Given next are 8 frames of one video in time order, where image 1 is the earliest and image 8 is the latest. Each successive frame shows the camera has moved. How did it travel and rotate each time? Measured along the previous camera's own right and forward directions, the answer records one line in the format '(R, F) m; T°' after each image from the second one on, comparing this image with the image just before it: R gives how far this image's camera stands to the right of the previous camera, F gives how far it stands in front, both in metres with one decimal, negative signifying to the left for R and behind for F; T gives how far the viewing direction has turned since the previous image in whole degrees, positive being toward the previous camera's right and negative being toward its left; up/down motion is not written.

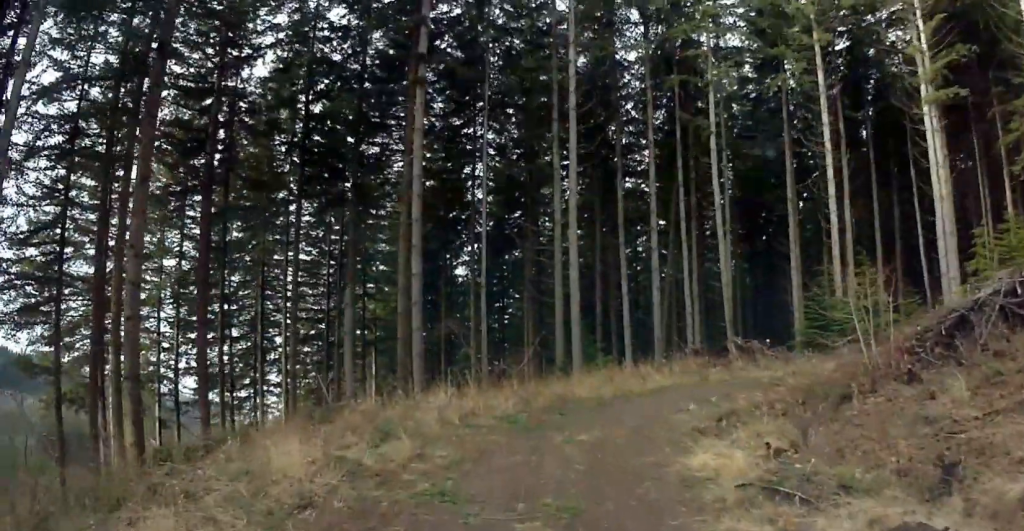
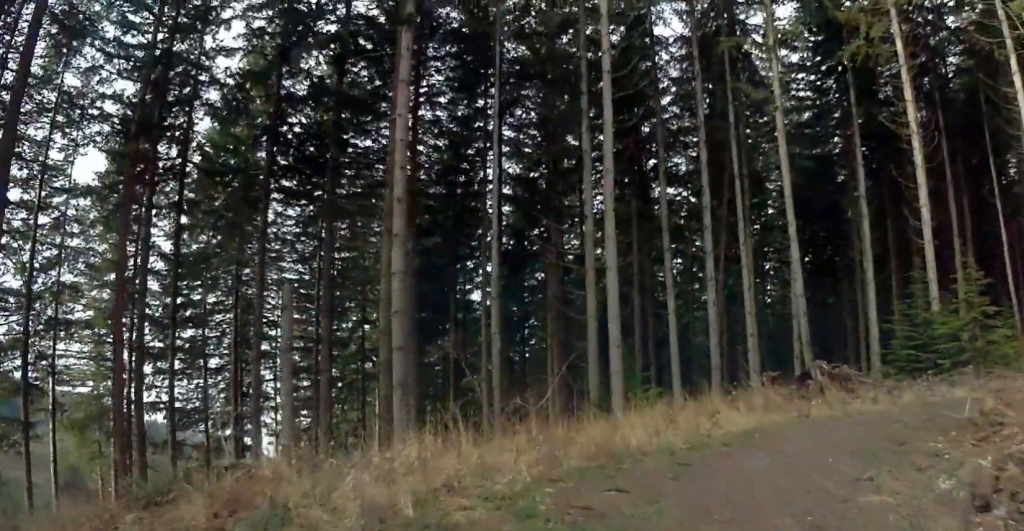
(+0.2, +8.8) m; +9°
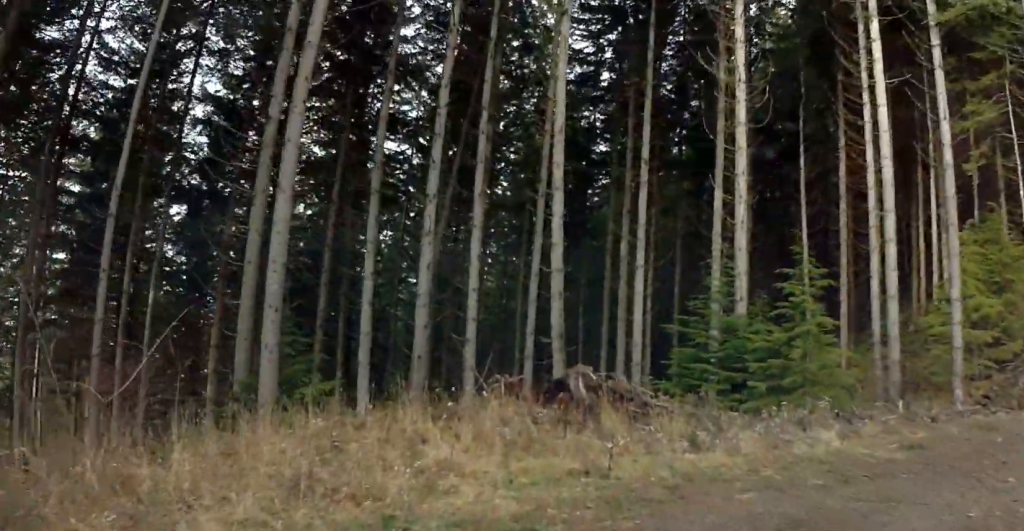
(+2.7, +10.7) m; +28°
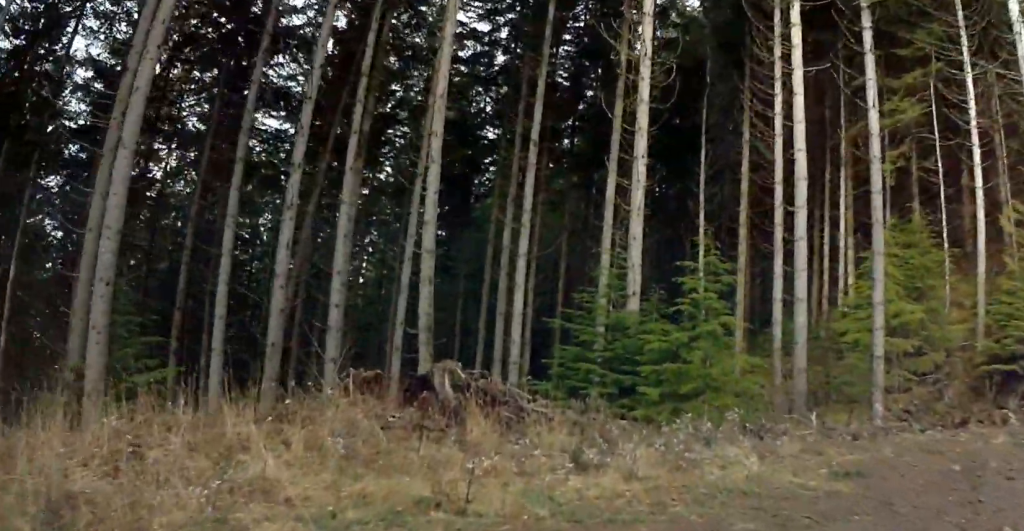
(-0.2, +2.9) m; +11°
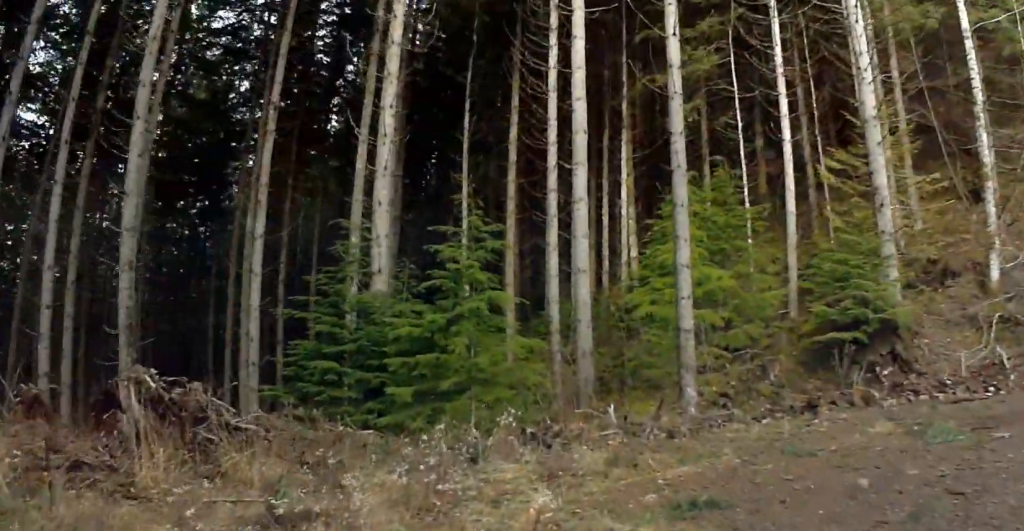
(+0.8, +4.3) m; +19°
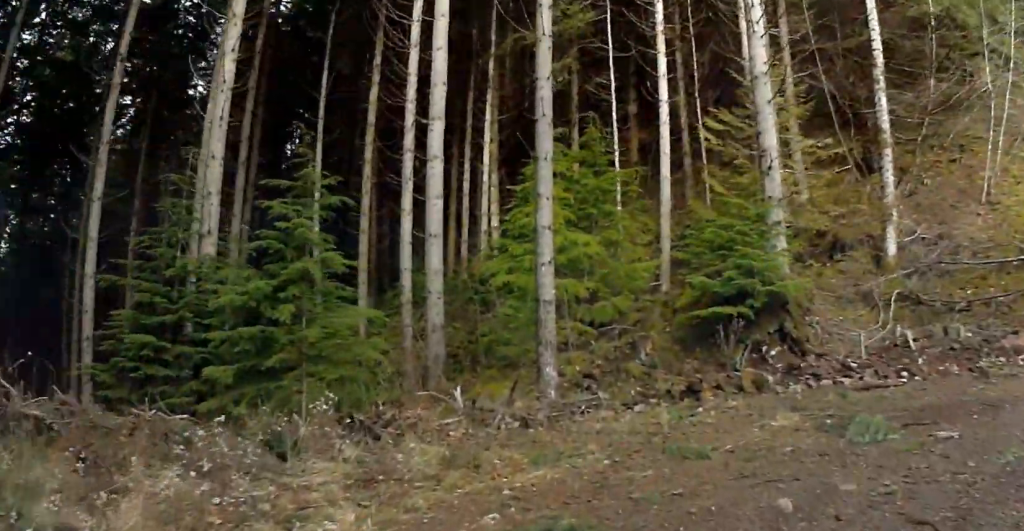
(+0.6, +2.4) m; +10°
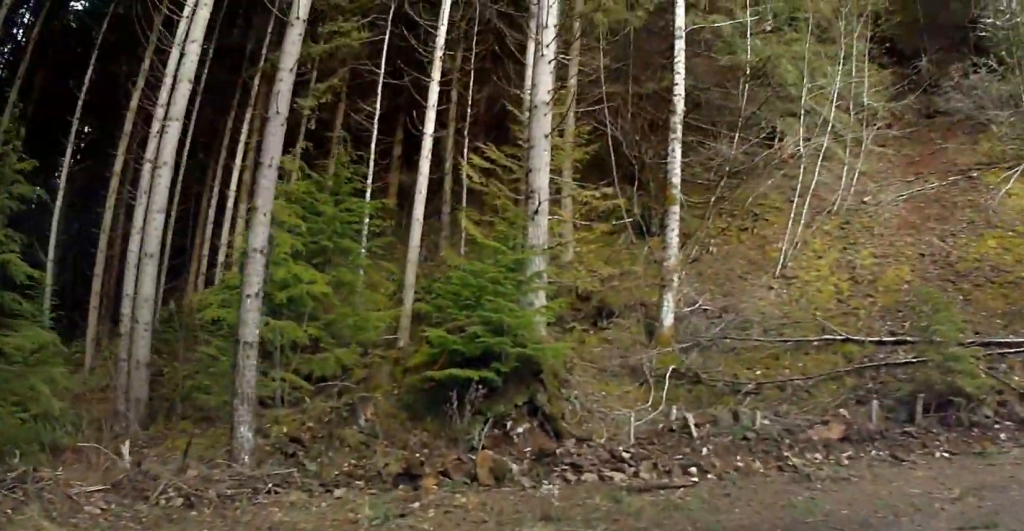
(+0.3, +3.6) m; +15°
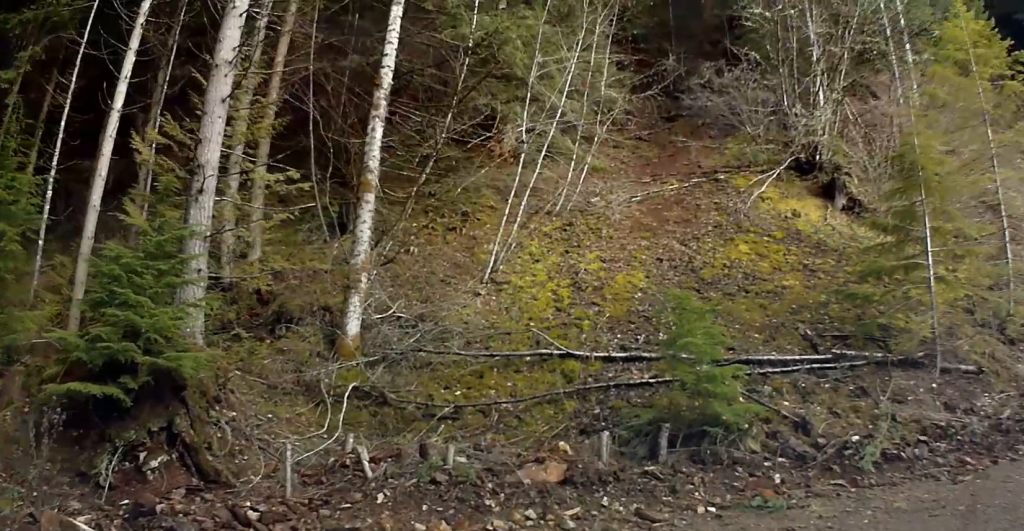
(0.0, +4.2) m; +20°
